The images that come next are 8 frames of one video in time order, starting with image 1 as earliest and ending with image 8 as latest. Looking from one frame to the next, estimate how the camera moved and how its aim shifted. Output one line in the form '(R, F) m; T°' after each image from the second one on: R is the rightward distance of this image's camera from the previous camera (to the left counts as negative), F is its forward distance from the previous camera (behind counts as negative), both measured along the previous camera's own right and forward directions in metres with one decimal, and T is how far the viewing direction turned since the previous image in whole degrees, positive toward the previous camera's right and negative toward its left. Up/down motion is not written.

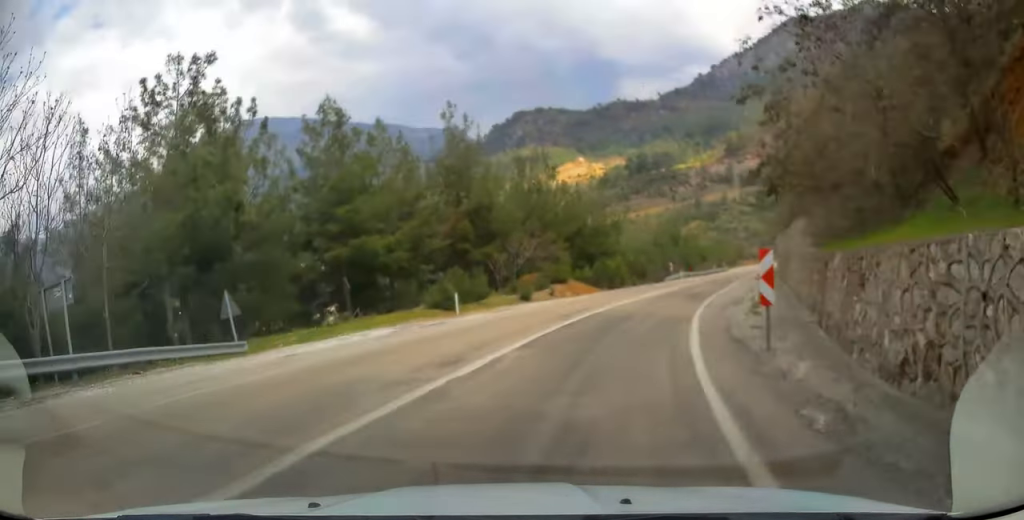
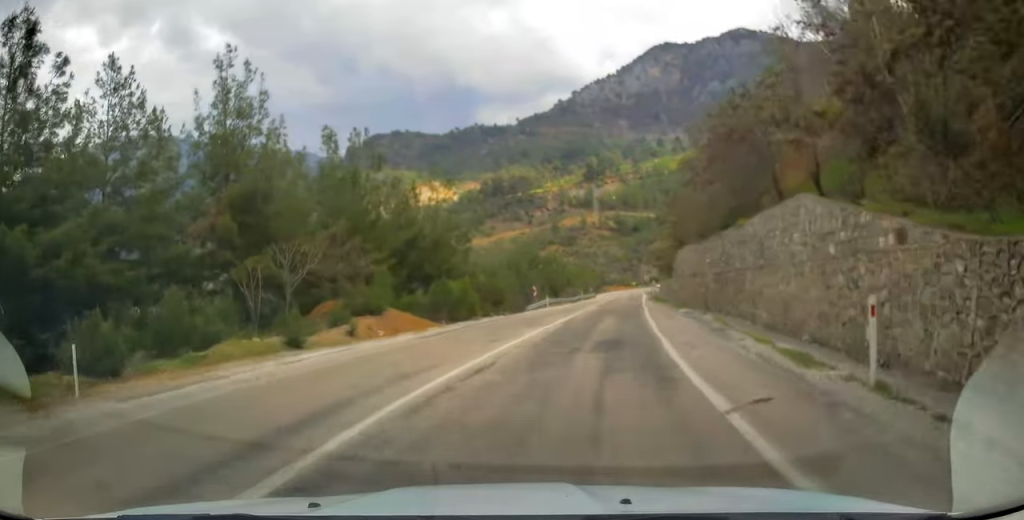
(+2.1, +16.1) m; +11°
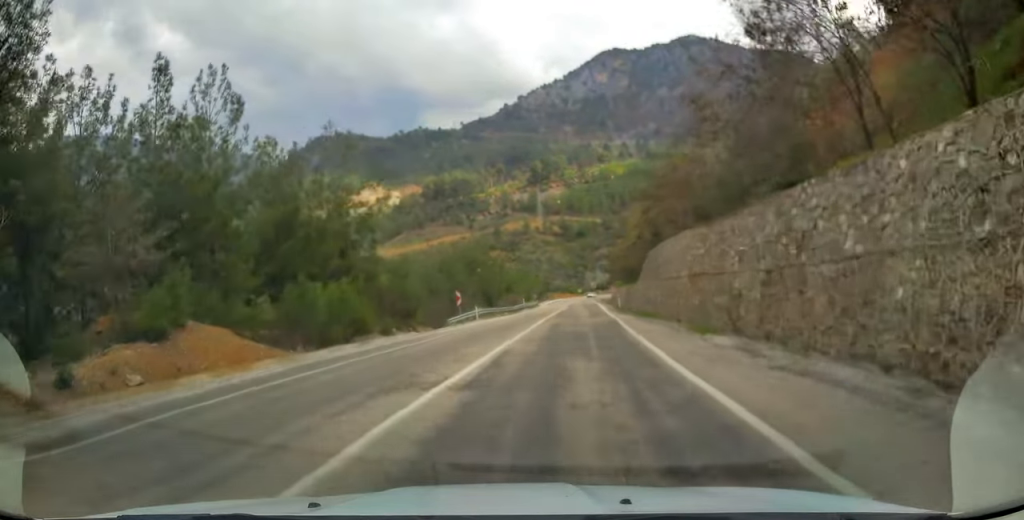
(+0.8, +14.0) m; +6°
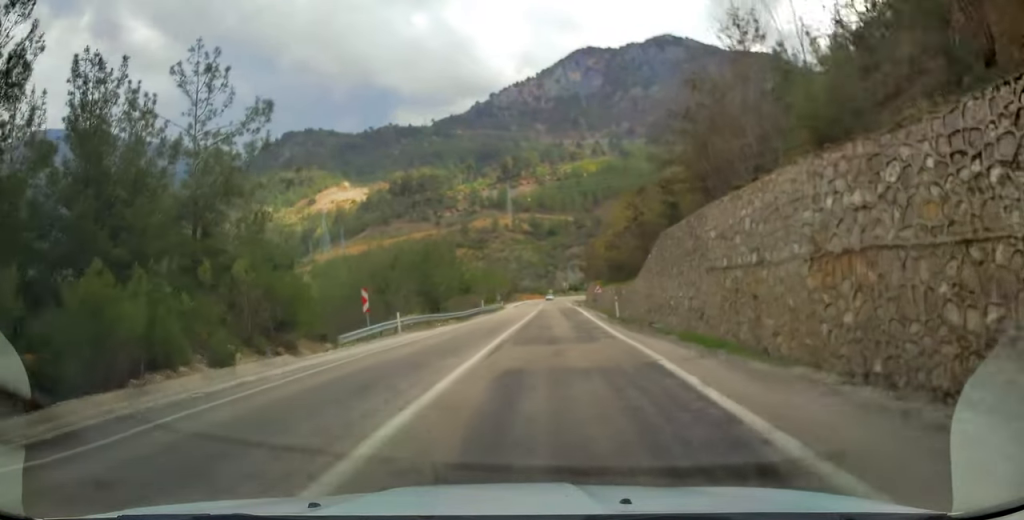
(+0.6, +14.7) m; +3°
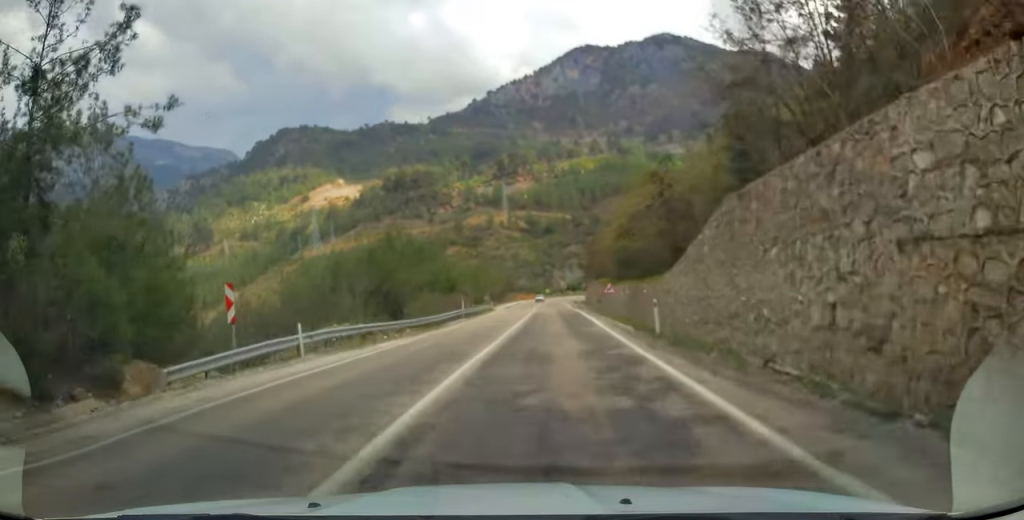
(+0.1, +11.2) m; +1°
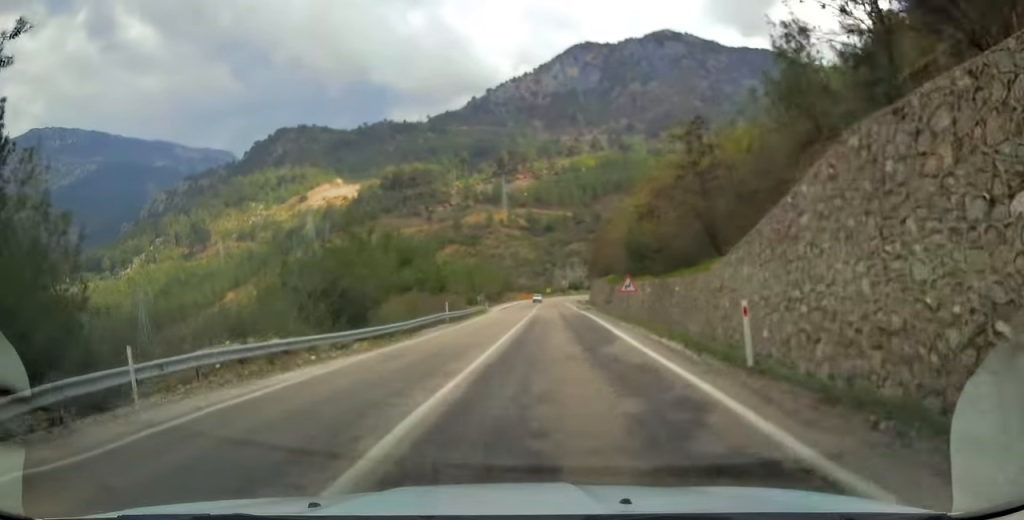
(-0.1, +8.1) m; +1°
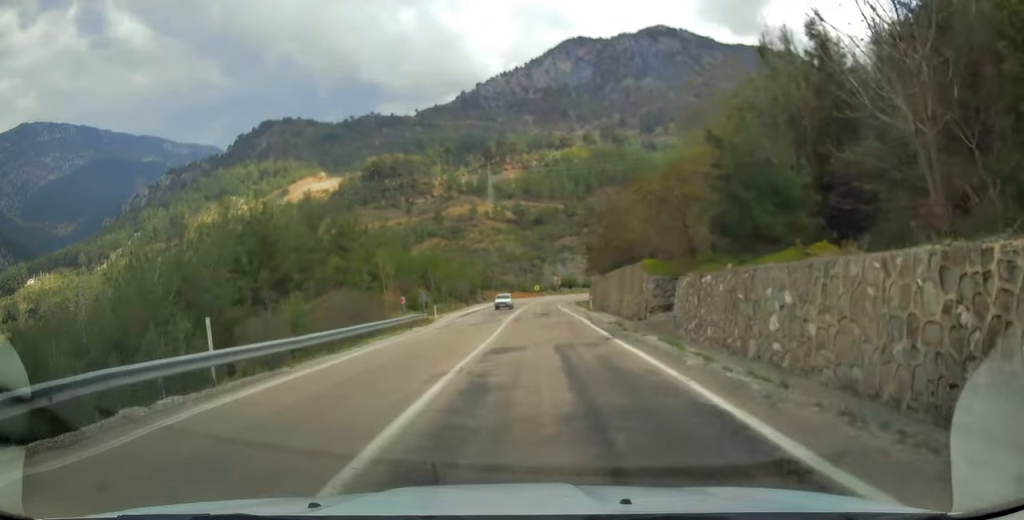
(-0.2, +28.5) m; -1°
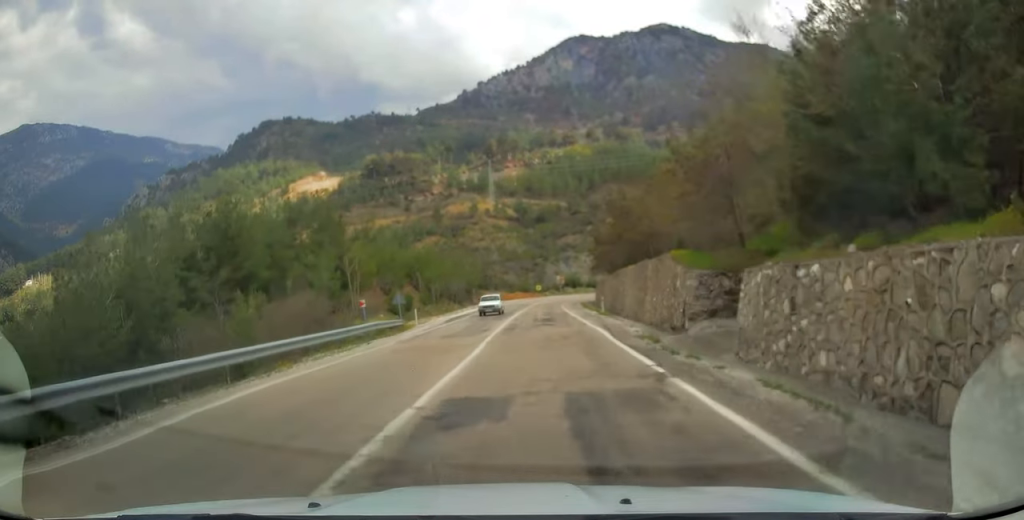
(0.0, +7.6) m; 0°
